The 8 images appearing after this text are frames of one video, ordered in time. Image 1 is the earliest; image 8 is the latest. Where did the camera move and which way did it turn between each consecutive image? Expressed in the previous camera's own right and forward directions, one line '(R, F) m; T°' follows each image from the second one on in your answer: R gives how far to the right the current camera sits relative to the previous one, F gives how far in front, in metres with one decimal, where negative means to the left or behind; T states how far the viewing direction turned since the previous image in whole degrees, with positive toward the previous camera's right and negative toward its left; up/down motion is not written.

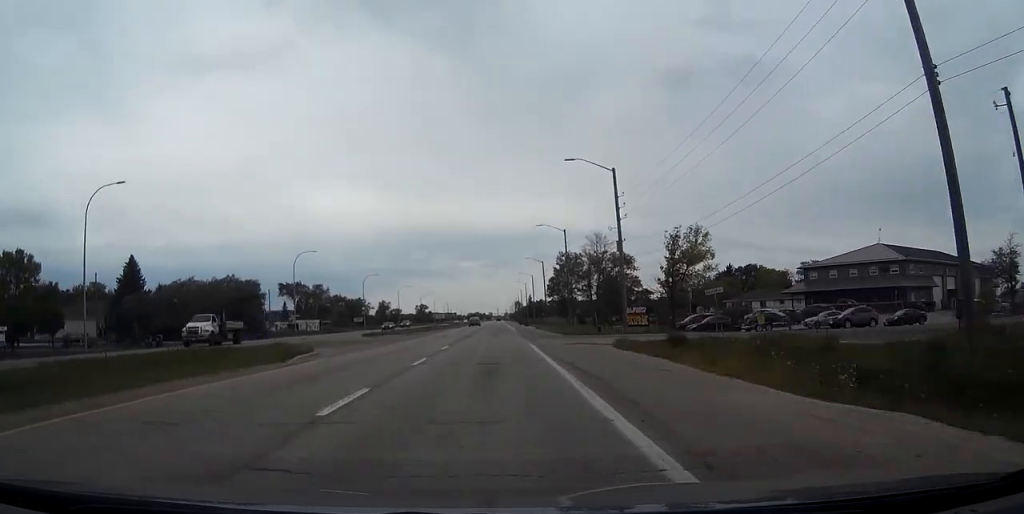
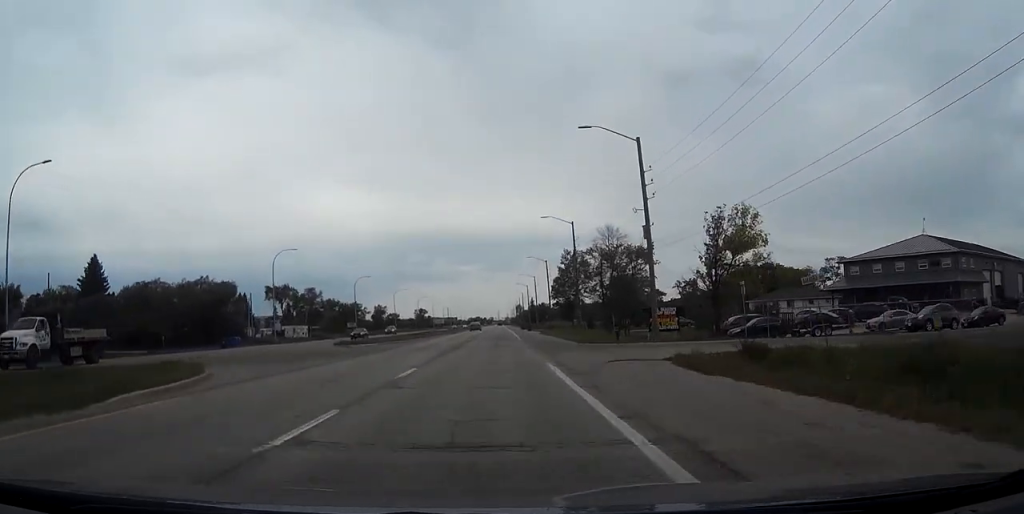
(0.0, +11.5) m; 0°
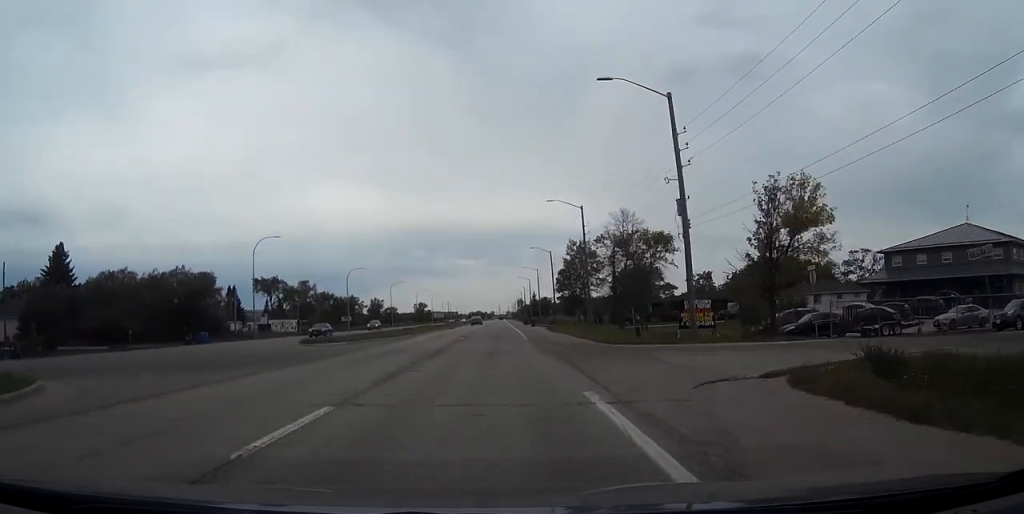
(+0.2, +9.4) m; 0°
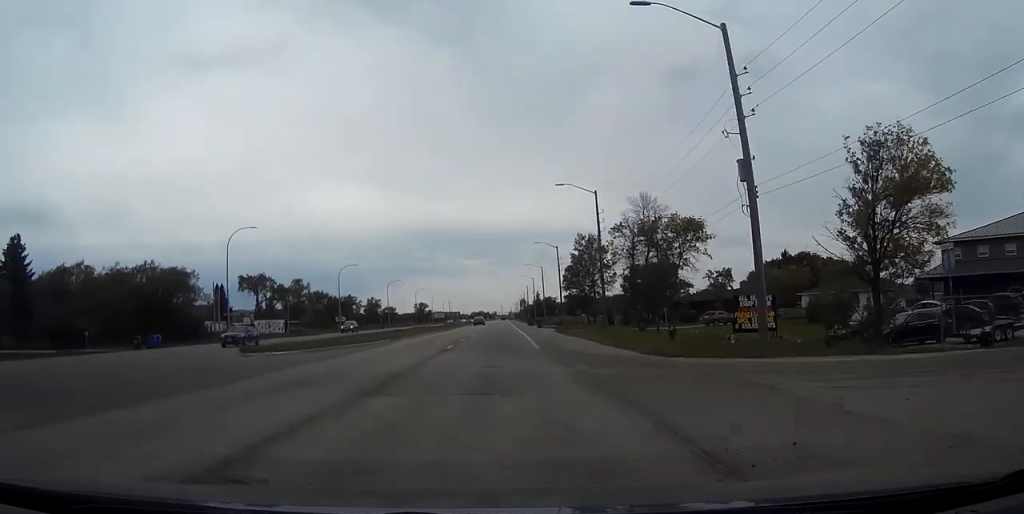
(0.0, +10.8) m; -1°
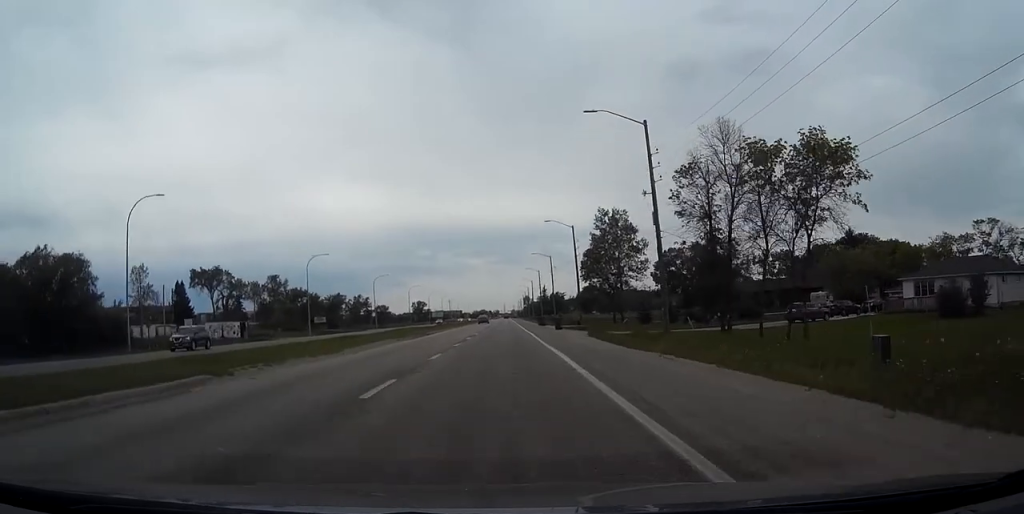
(-0.6, +26.7) m; -1°
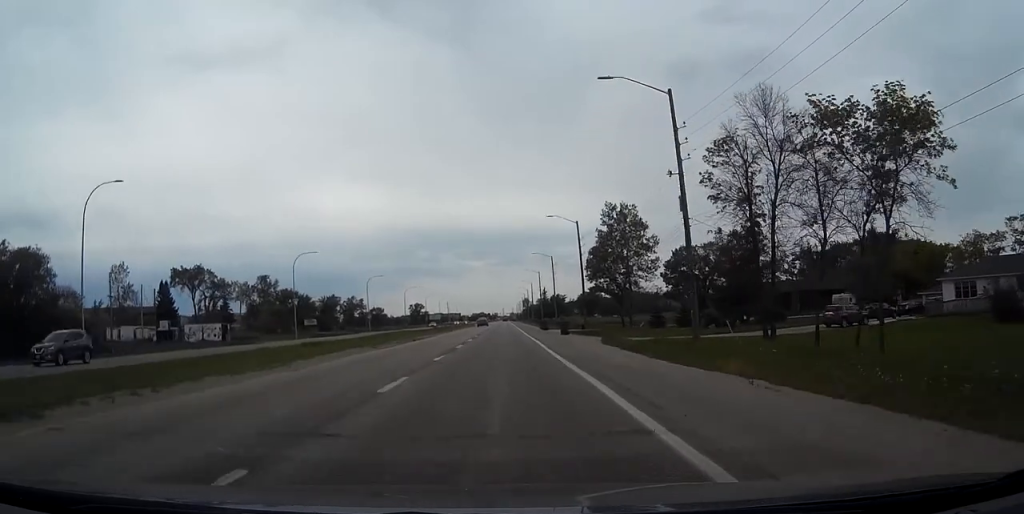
(-0.1, +8.0) m; 0°
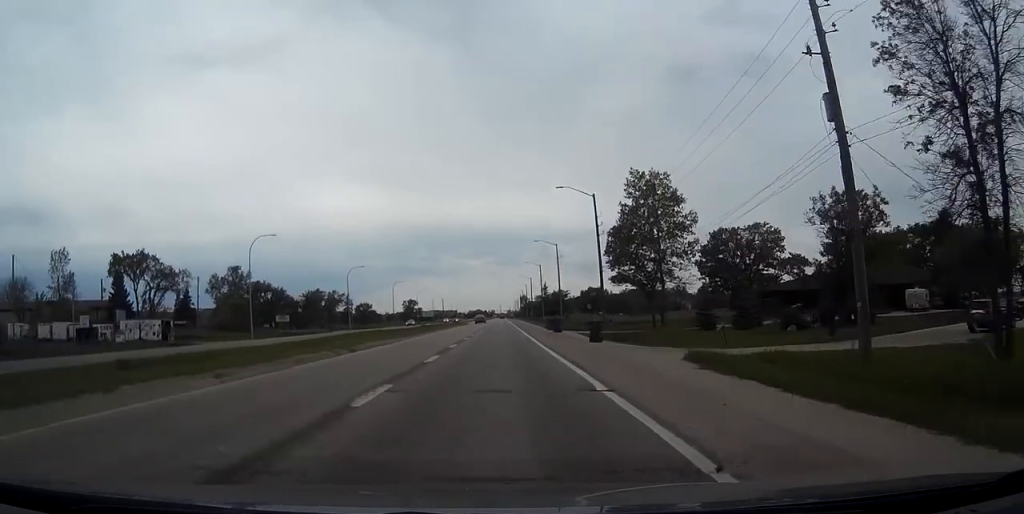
(+0.3, +20.4) m; 0°
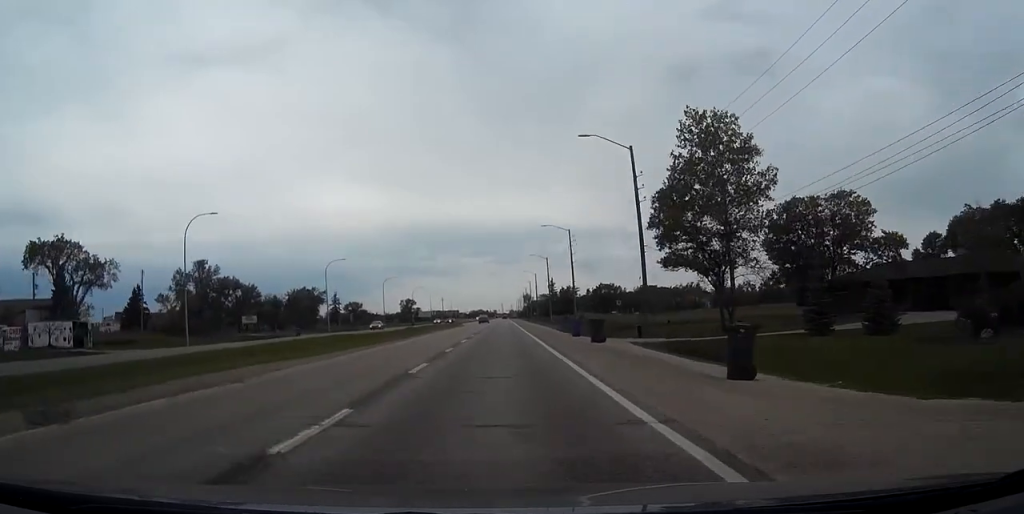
(0.0, +22.0) m; +1°
